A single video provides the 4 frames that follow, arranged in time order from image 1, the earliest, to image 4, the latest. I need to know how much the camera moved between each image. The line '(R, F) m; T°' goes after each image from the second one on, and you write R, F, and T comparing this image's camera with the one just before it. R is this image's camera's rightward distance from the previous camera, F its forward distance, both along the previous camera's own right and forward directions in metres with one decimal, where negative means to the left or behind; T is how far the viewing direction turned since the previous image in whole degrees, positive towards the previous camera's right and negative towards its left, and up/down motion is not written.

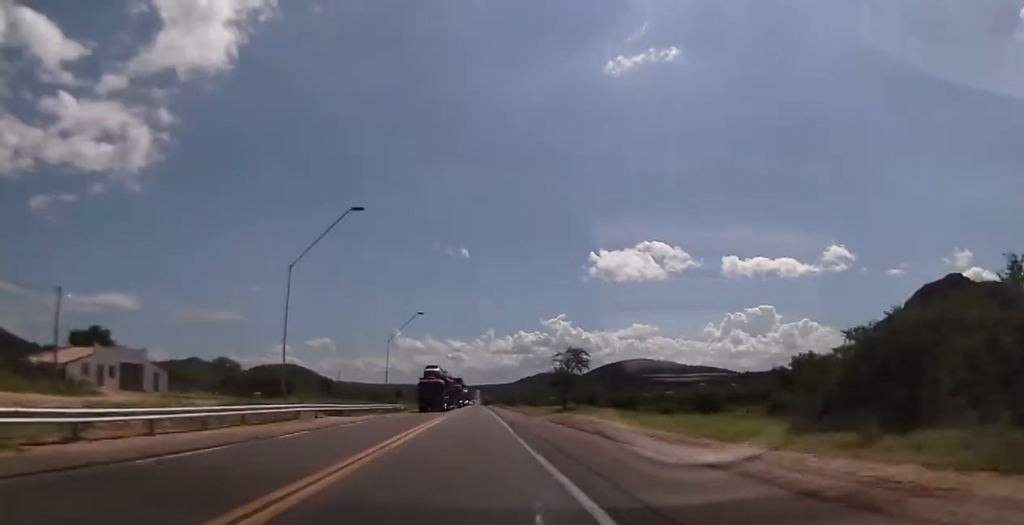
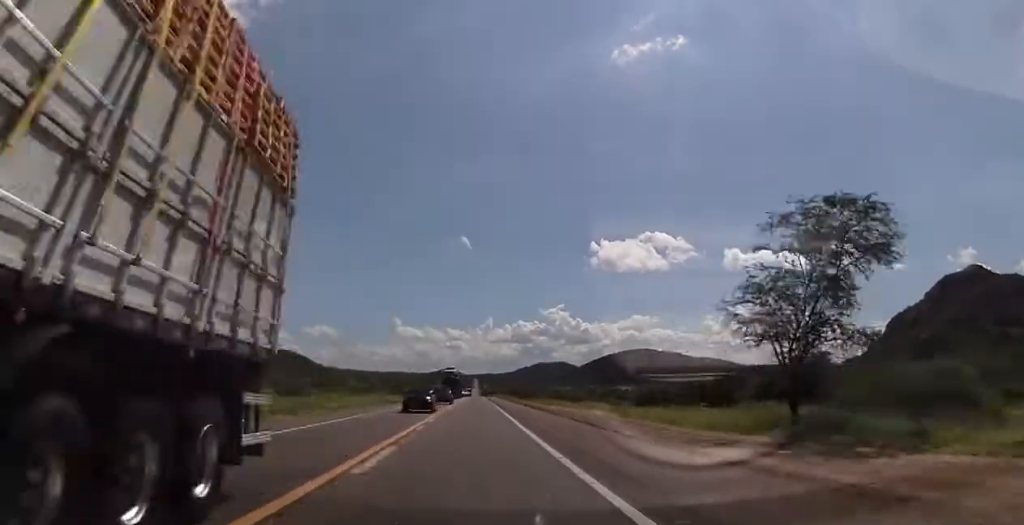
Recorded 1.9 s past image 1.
(-0.5, +64.5) m; 0°
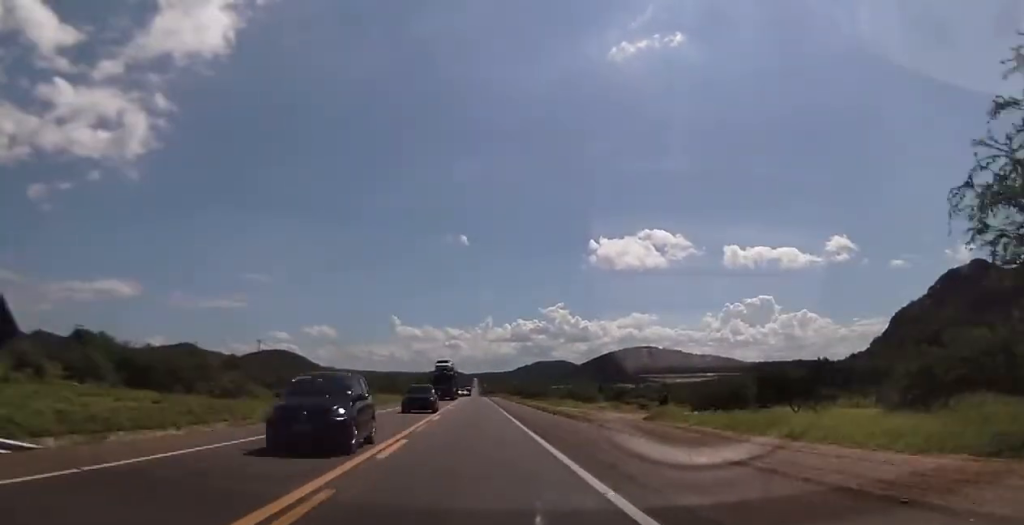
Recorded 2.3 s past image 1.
(0.0, +12.9) m; 0°
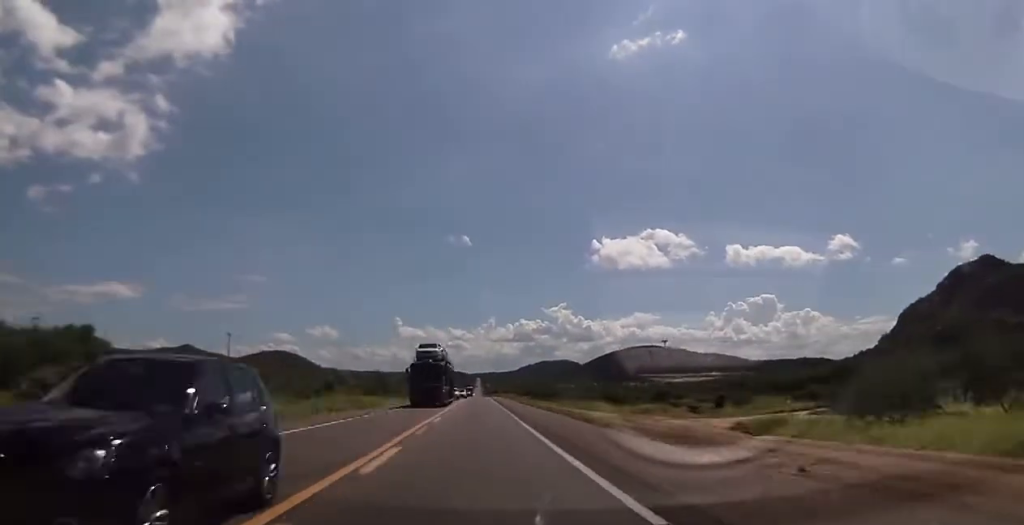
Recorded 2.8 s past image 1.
(0.0, +17.1) m; 0°
